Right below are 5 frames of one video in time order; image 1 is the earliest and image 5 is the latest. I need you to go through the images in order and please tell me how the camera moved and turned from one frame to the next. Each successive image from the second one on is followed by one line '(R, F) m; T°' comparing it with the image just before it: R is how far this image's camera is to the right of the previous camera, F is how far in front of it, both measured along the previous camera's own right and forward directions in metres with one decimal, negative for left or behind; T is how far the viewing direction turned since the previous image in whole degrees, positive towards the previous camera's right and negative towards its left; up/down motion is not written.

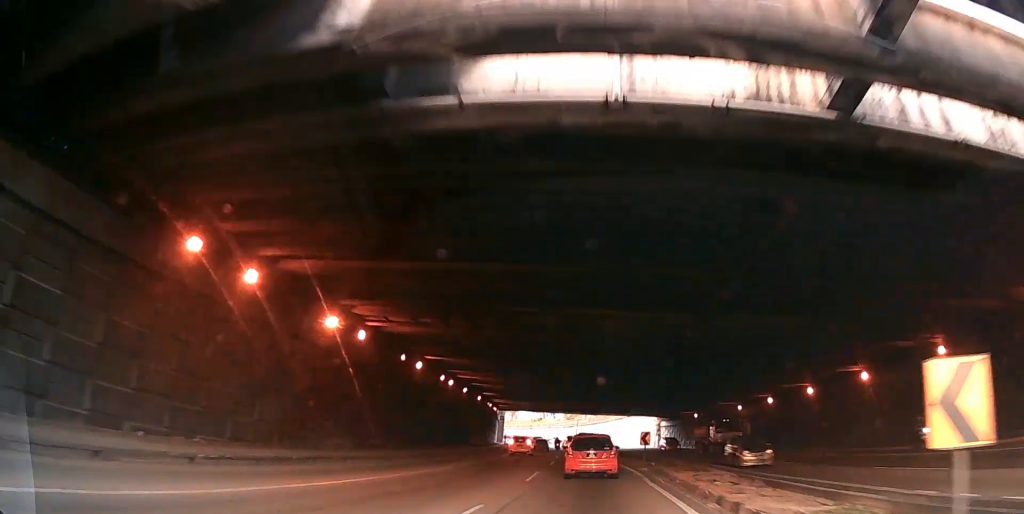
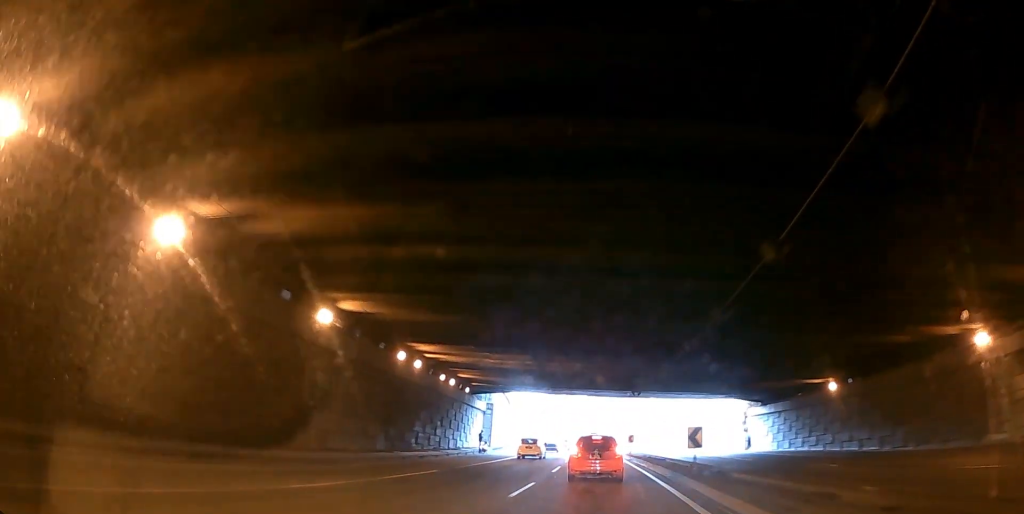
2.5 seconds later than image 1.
(-1.4, +42.6) m; -3°
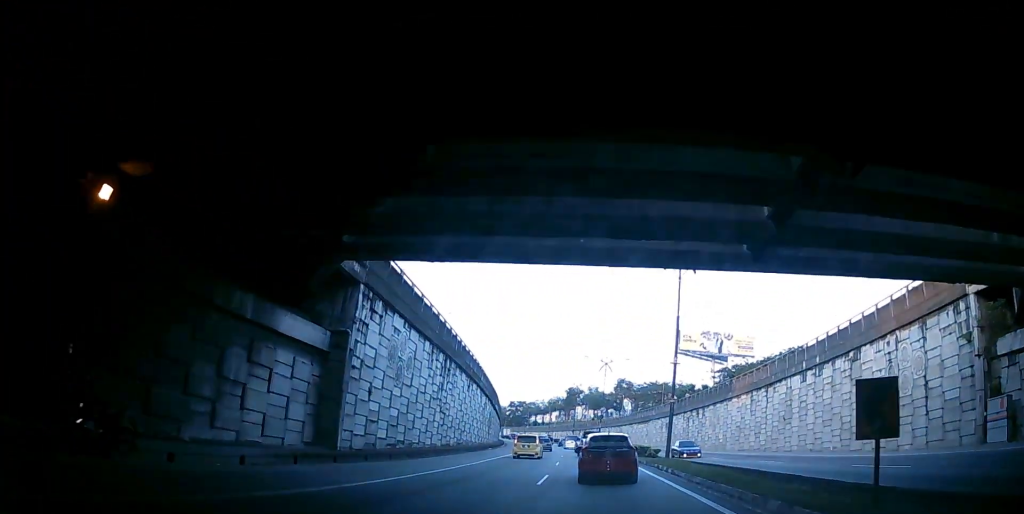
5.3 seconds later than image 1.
(-2.3, +43.4) m; -5°
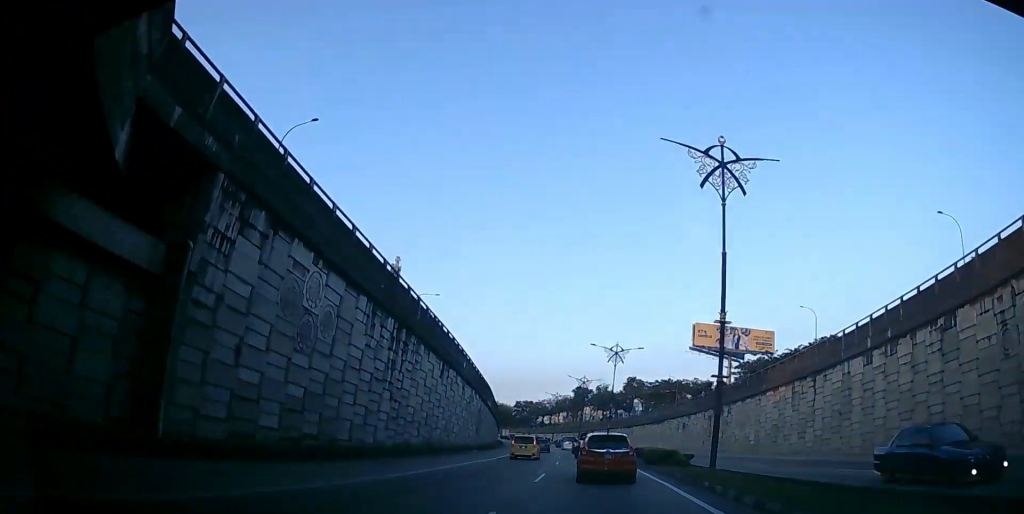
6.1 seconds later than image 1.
(0.0, +12.0) m; +2°
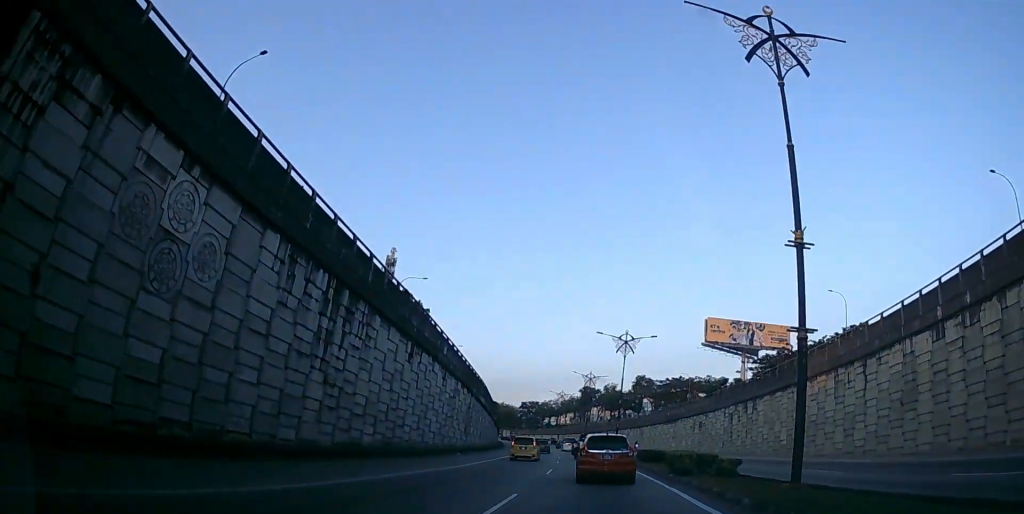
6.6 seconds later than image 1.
(+0.1, +8.8) m; +1°
